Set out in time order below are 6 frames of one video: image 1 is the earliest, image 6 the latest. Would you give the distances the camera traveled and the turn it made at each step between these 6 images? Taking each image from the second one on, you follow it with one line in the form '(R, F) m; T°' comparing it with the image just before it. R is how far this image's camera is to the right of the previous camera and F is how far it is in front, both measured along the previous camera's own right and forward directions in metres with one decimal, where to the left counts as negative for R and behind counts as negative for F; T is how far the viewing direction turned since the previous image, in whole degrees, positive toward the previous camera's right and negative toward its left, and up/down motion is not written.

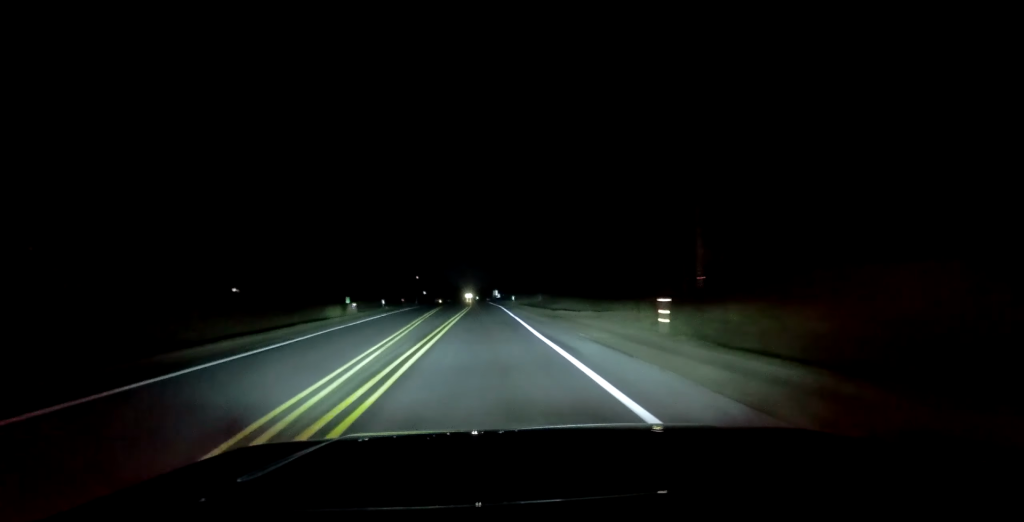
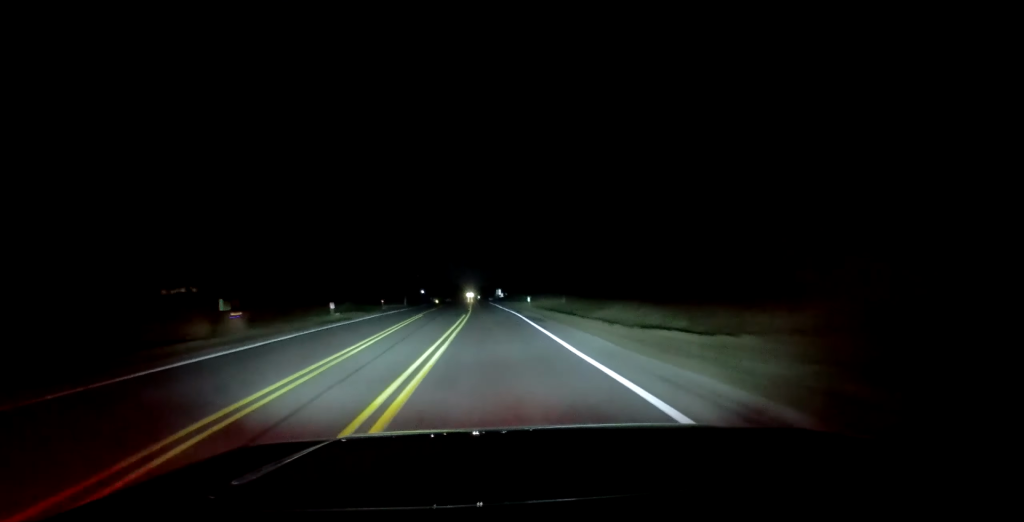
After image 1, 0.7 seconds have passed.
(-0.2, +24.5) m; -1°
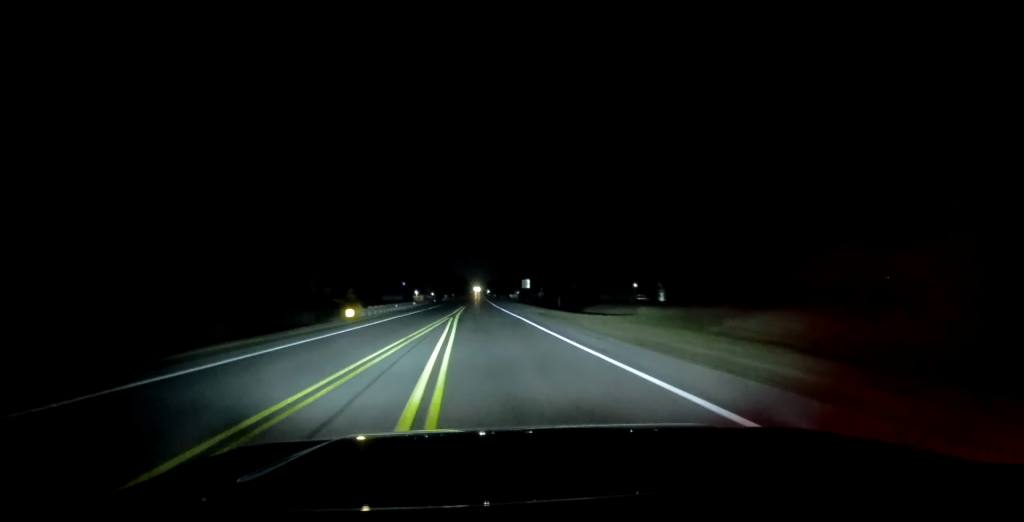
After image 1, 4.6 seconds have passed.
(+2.4, +131.1) m; +3°
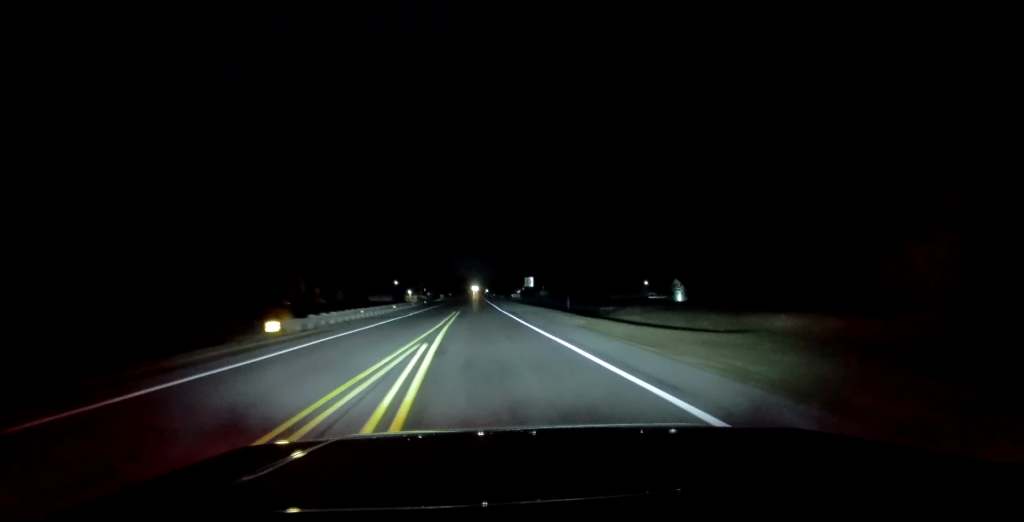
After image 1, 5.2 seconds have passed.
(+0.3, +18.0) m; 0°
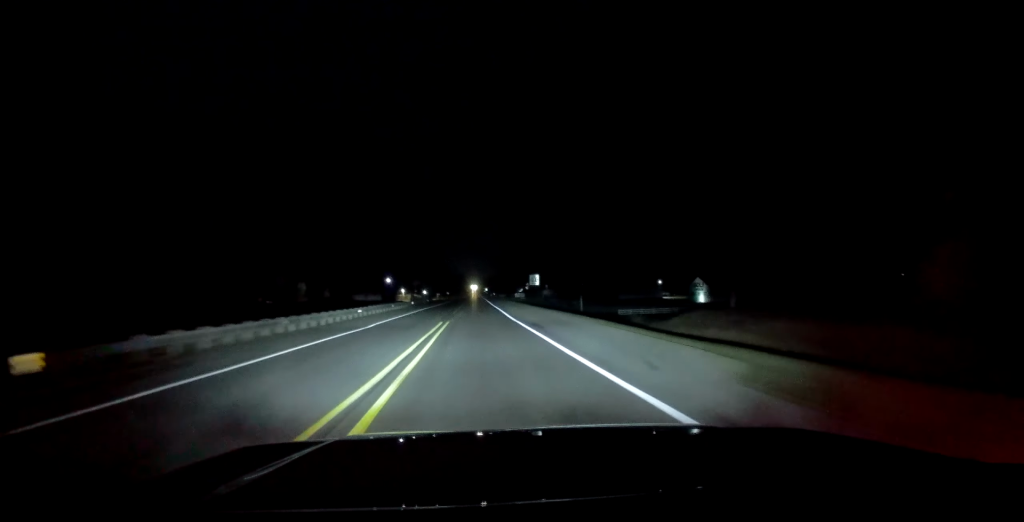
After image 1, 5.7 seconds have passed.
(+0.2, +18.0) m; 0°
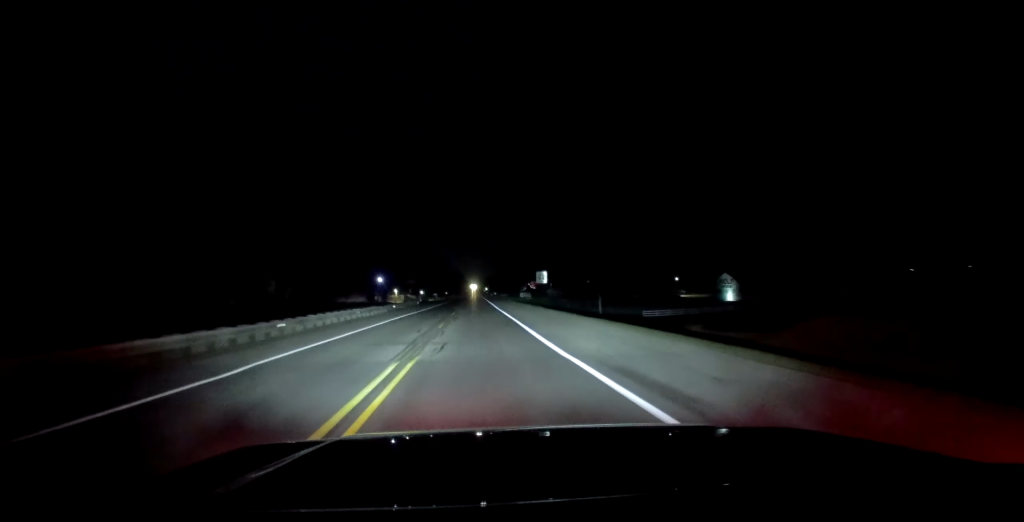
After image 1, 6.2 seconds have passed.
(-0.5, +17.9) m; 0°
